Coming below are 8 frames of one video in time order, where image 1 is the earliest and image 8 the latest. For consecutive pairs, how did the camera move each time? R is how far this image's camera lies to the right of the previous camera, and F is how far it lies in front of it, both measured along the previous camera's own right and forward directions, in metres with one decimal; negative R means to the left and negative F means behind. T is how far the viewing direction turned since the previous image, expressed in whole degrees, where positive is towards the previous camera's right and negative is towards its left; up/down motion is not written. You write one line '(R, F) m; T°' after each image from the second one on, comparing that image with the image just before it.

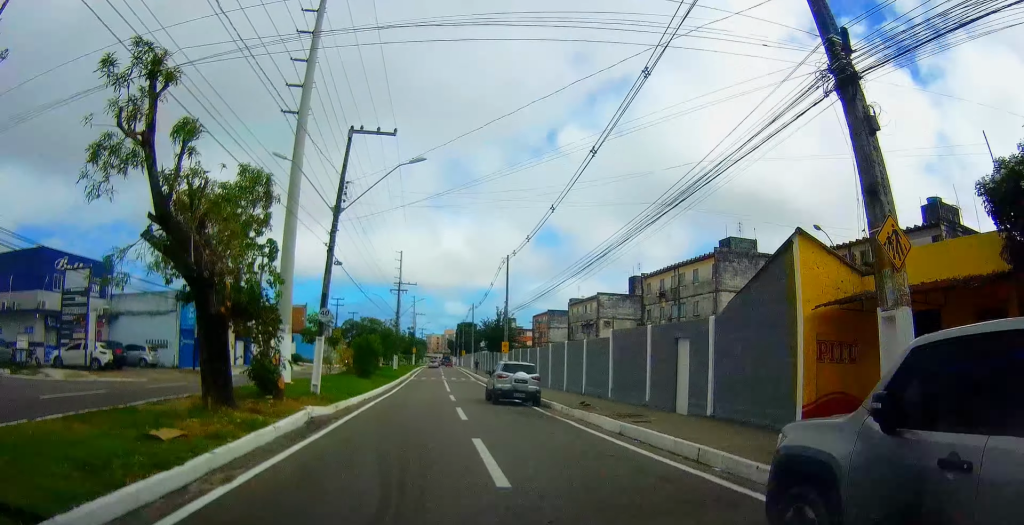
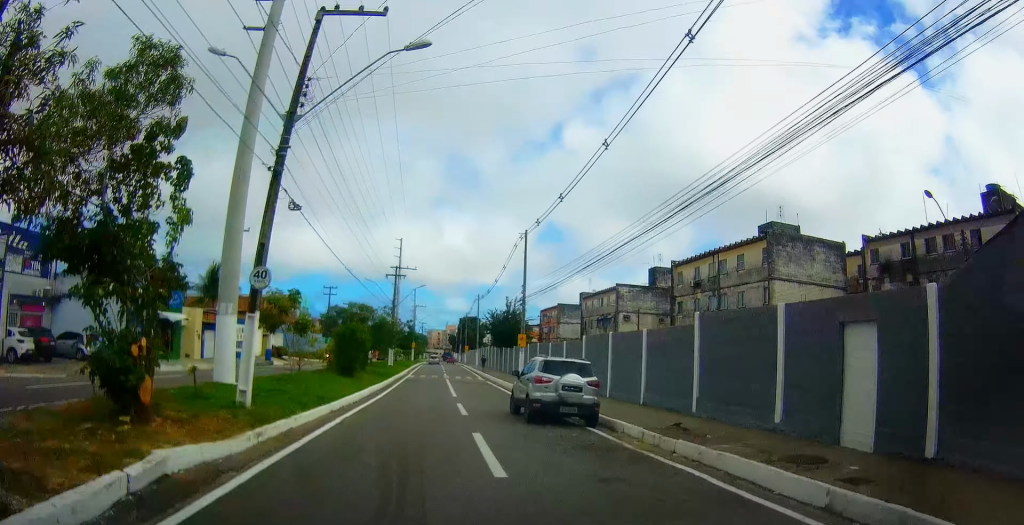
(0.0, +7.7) m; 0°
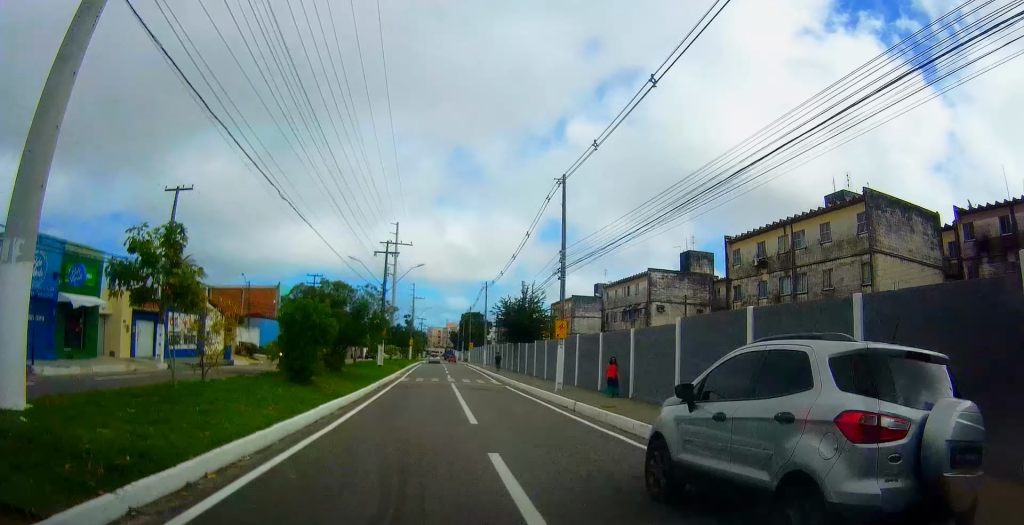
(0.0, +10.9) m; 0°
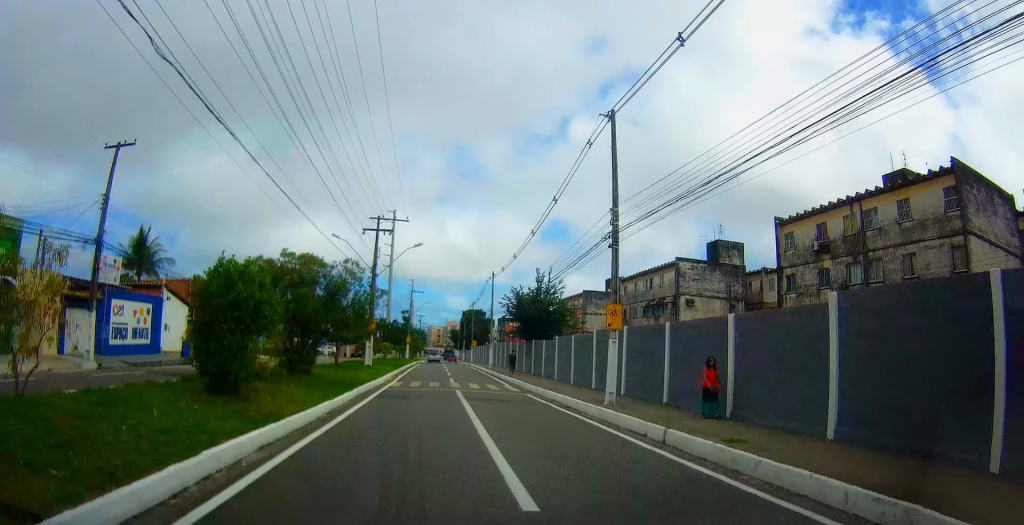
(0.0, +7.5) m; 0°
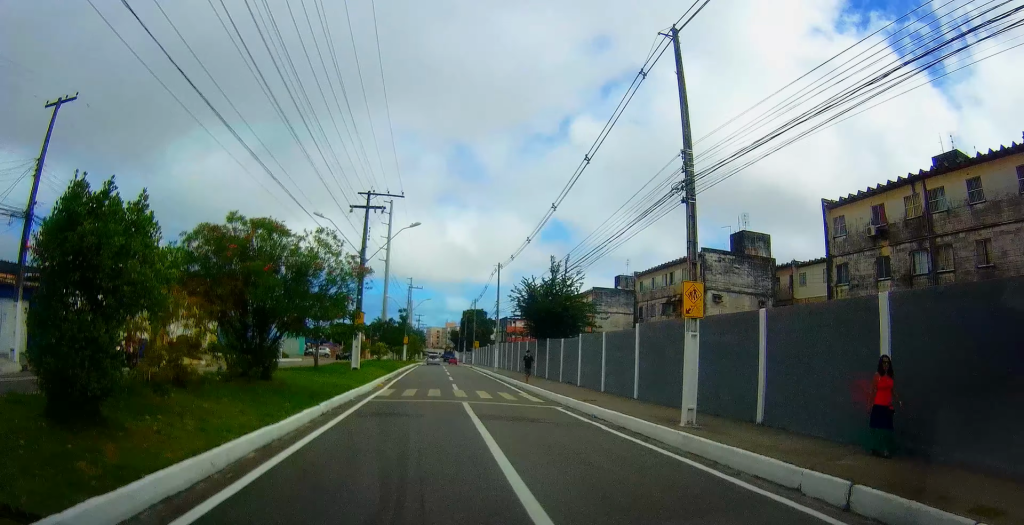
(0.0, +5.8) m; 0°
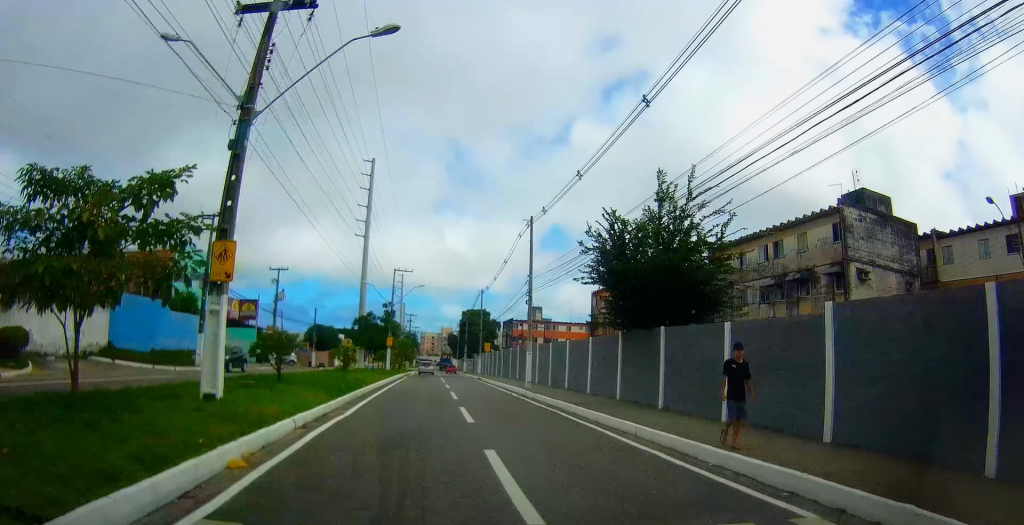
(+0.2, +20.4) m; +1°
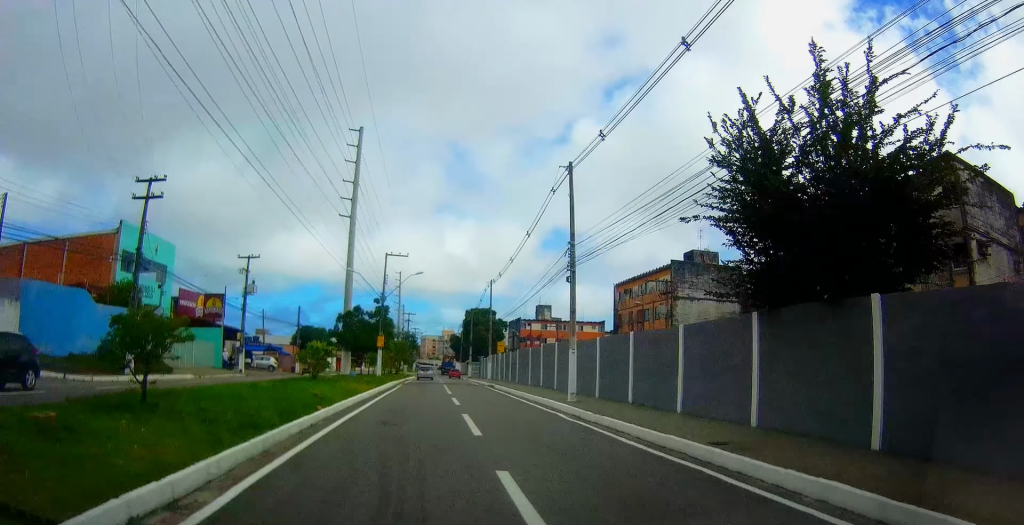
(+0.1, +10.1) m; 0°
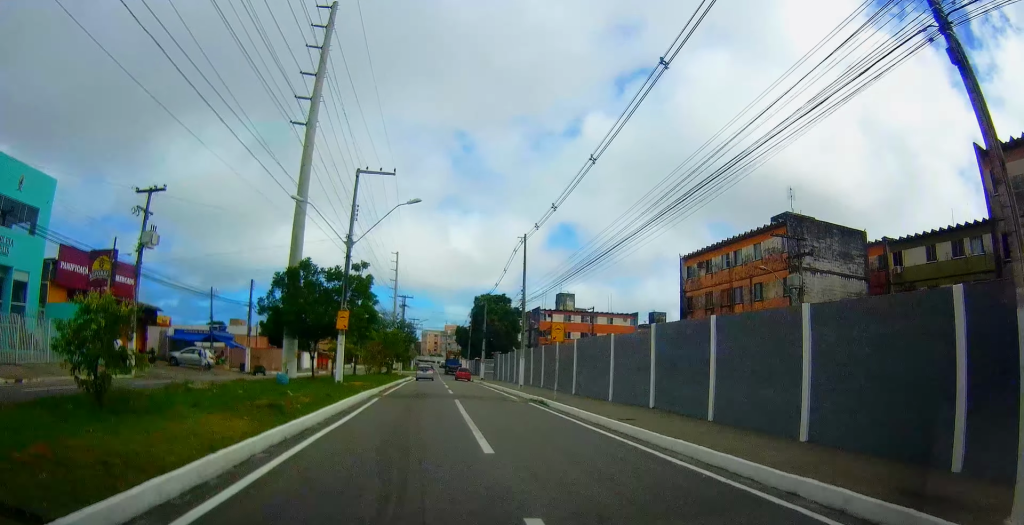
(-0.4, +19.0) m; 0°
